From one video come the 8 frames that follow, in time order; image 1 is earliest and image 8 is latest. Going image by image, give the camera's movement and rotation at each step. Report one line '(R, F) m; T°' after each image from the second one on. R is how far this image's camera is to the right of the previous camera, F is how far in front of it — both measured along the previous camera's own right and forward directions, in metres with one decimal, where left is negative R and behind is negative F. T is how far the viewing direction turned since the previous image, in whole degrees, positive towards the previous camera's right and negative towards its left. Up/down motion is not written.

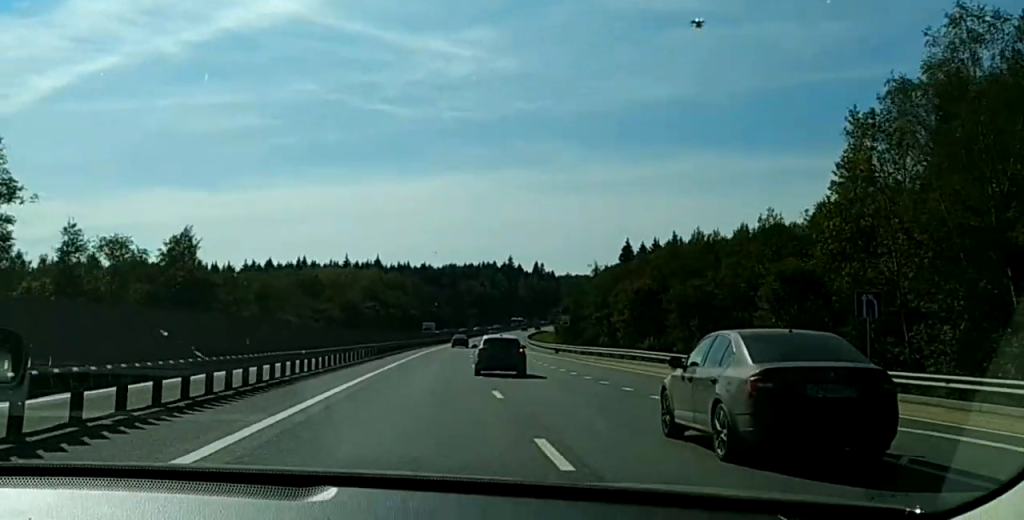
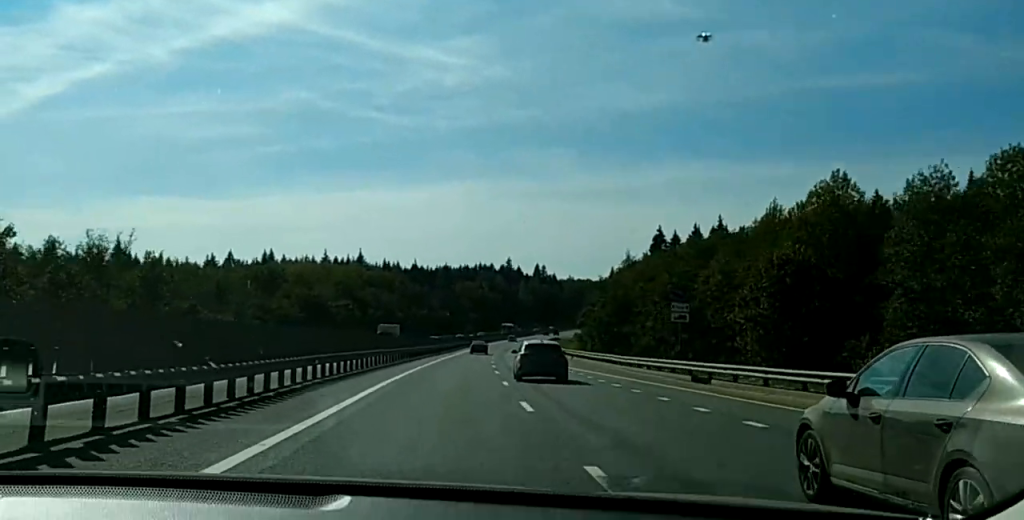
(0.0, +53.5) m; +1°
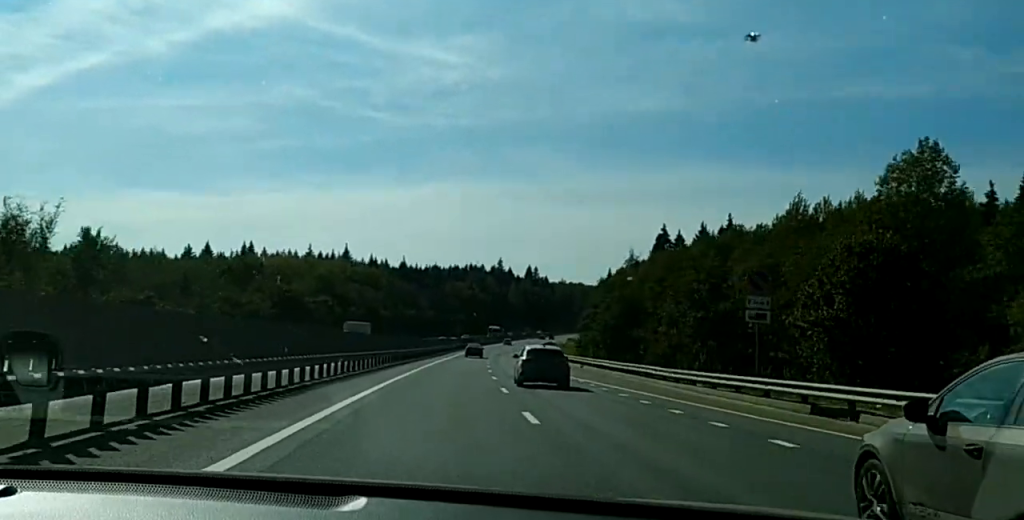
(+0.2, +16.6) m; +1°
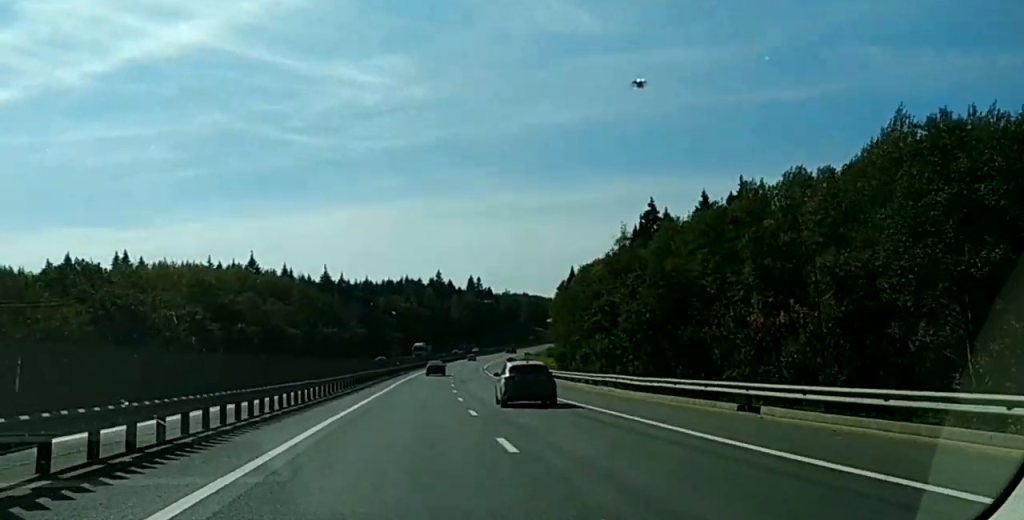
(+1.1, +61.6) m; +2°
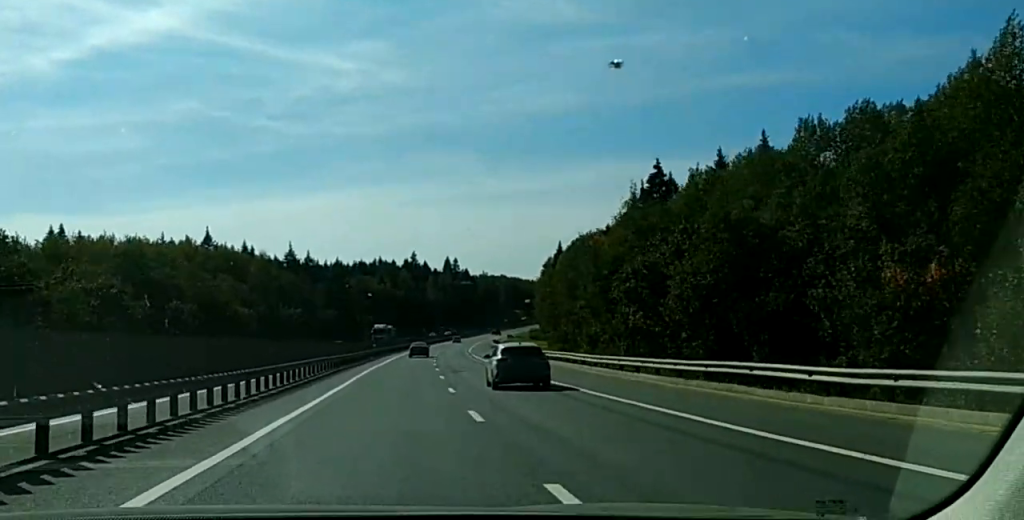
(+0.1, +25.5) m; +1°
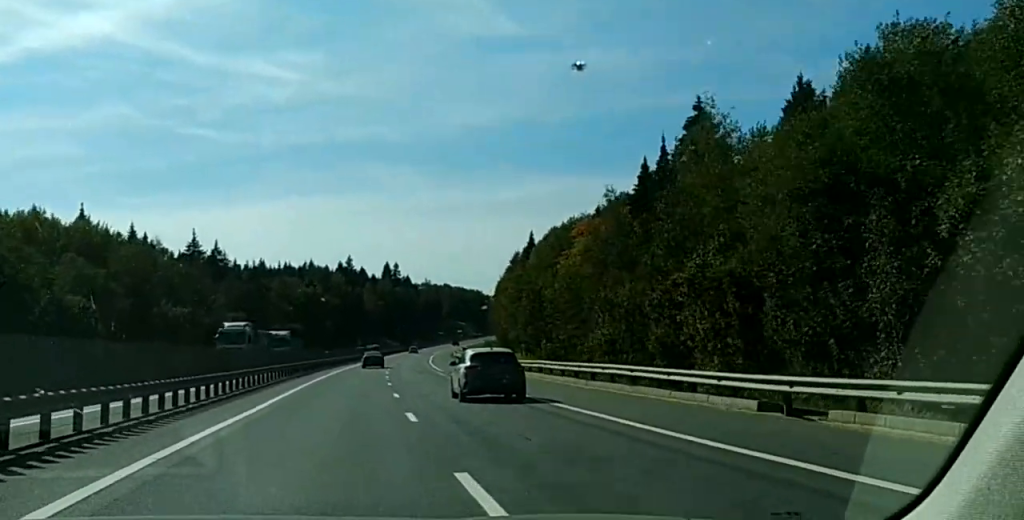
(+1.0, +51.1) m; +2°
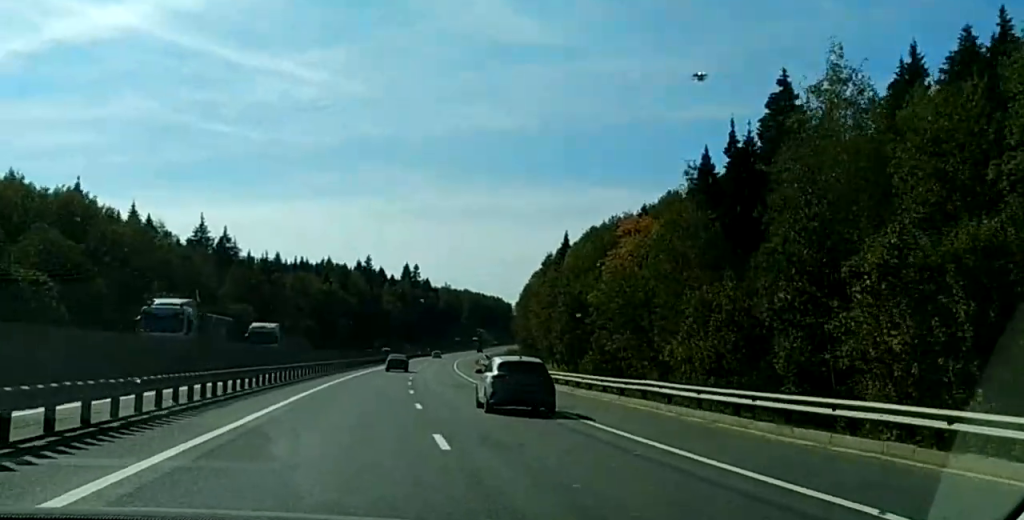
(+0.1, +17.8) m; 0°
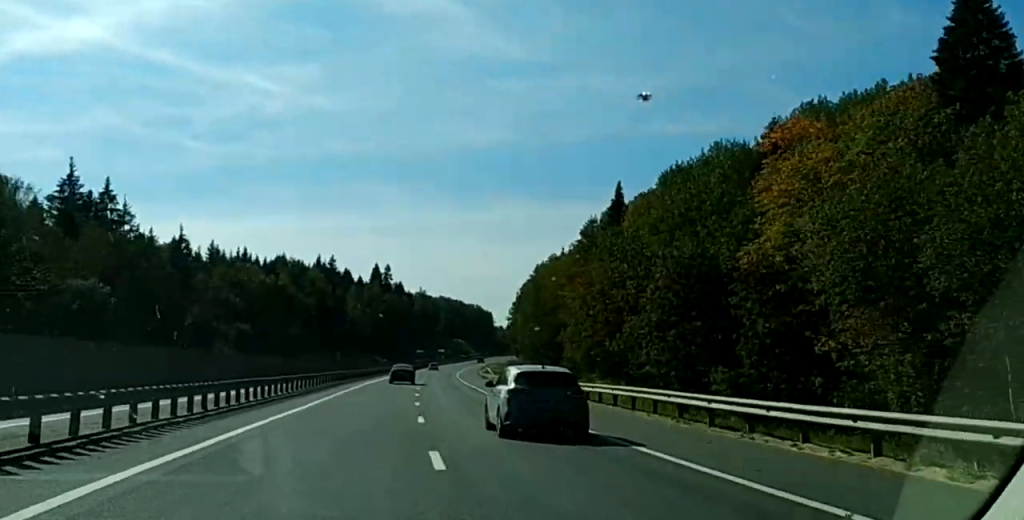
(+0.7, +59.8) m; +2°
